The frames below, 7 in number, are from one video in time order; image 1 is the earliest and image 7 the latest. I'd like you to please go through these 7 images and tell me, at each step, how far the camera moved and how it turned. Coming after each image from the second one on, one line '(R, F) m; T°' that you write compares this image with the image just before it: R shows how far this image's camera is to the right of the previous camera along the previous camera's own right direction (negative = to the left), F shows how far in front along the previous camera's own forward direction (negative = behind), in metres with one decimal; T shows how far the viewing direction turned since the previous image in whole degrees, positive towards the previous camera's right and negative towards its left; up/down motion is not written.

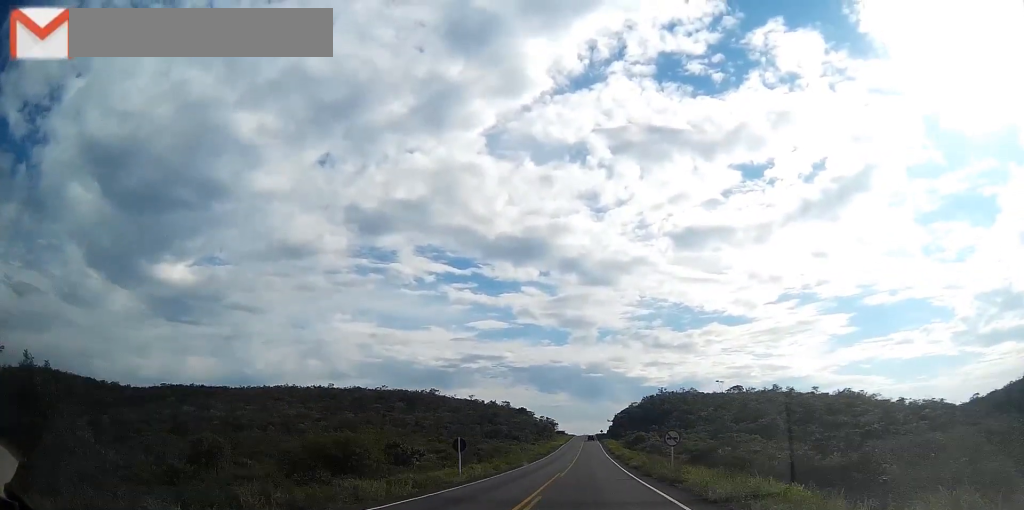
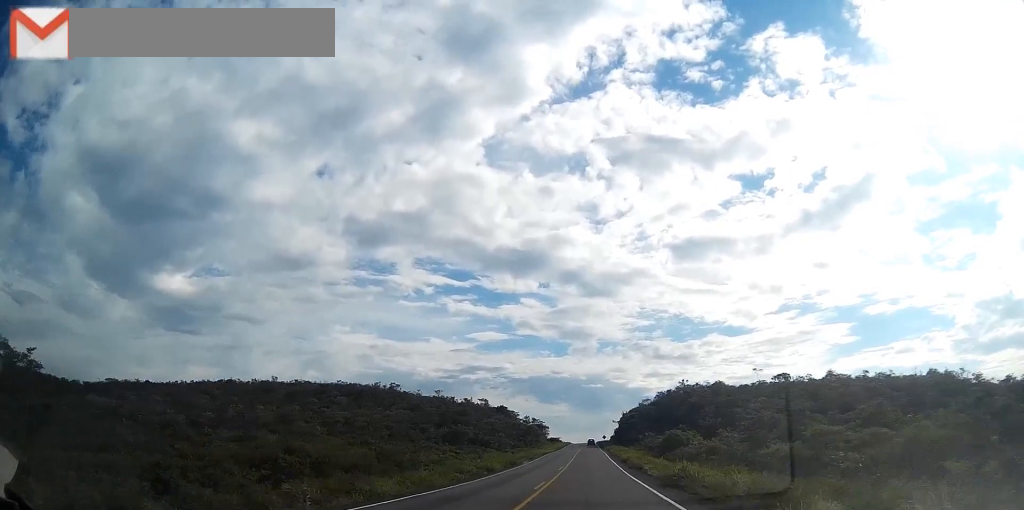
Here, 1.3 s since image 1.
(-0.5, +40.9) m; 0°
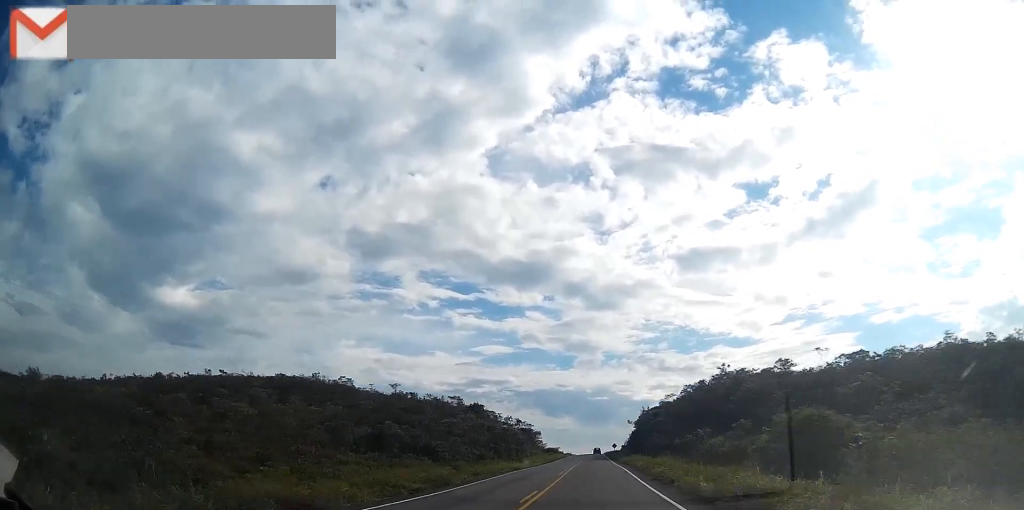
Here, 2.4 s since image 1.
(+0.2, +35.1) m; 0°
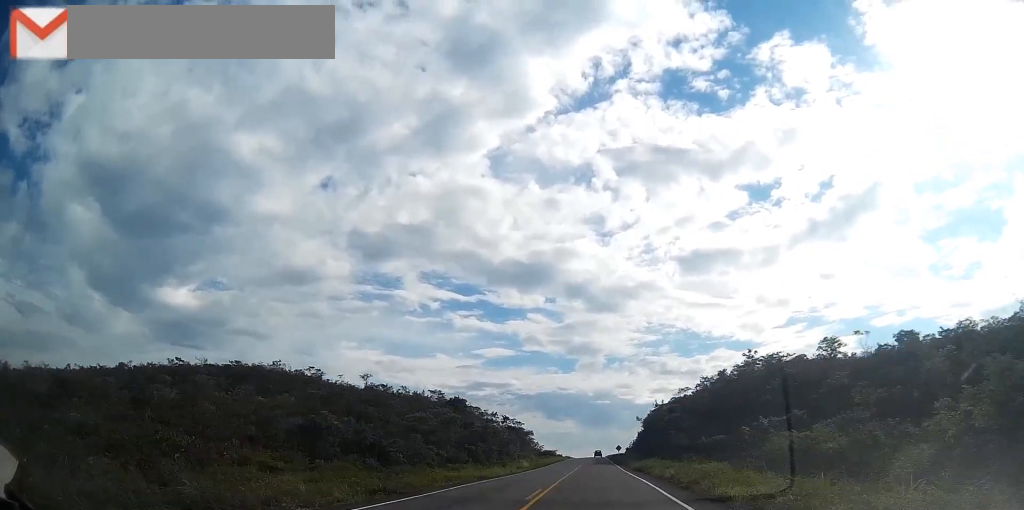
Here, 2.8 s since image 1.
(0.0, +14.4) m; 0°
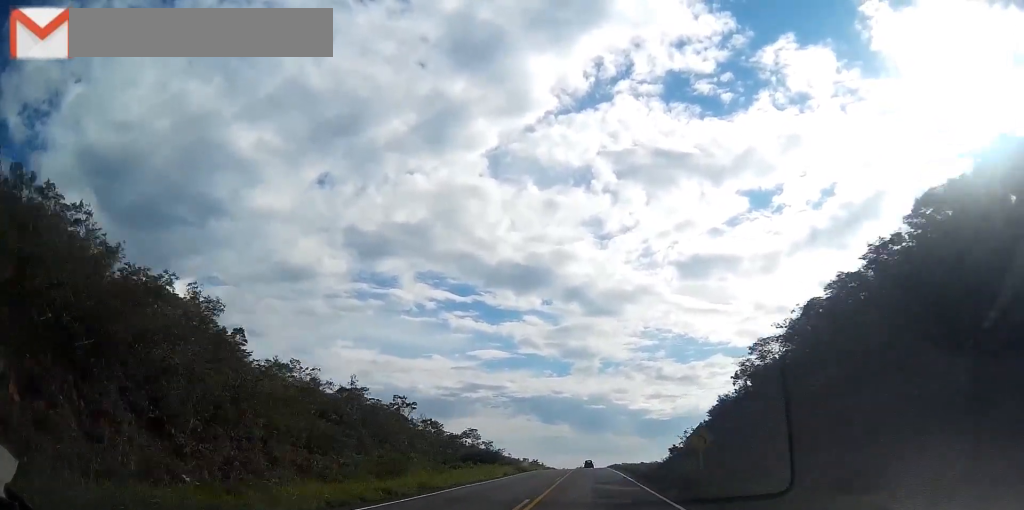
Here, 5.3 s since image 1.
(-0.6, +83.4) m; 0°
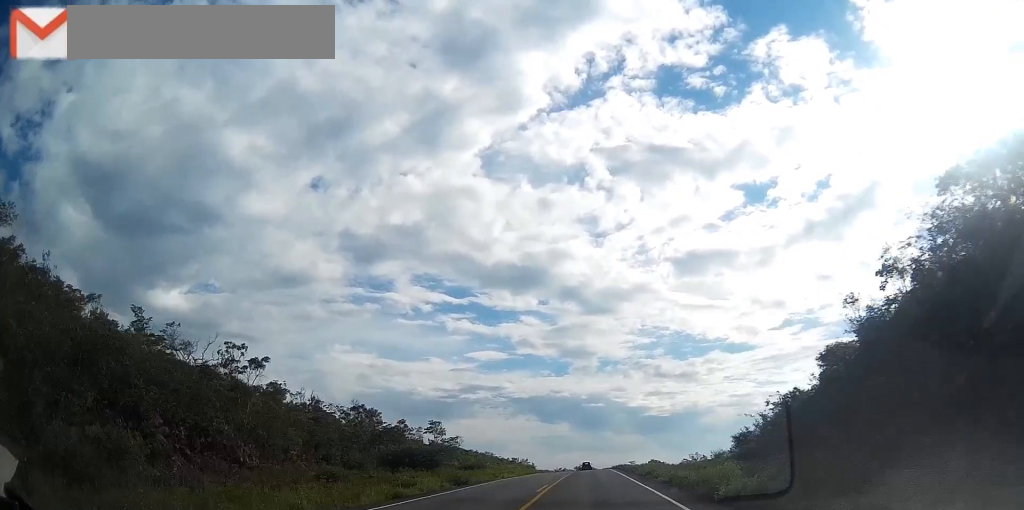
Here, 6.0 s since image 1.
(+0.2, +23.8) m; 0°
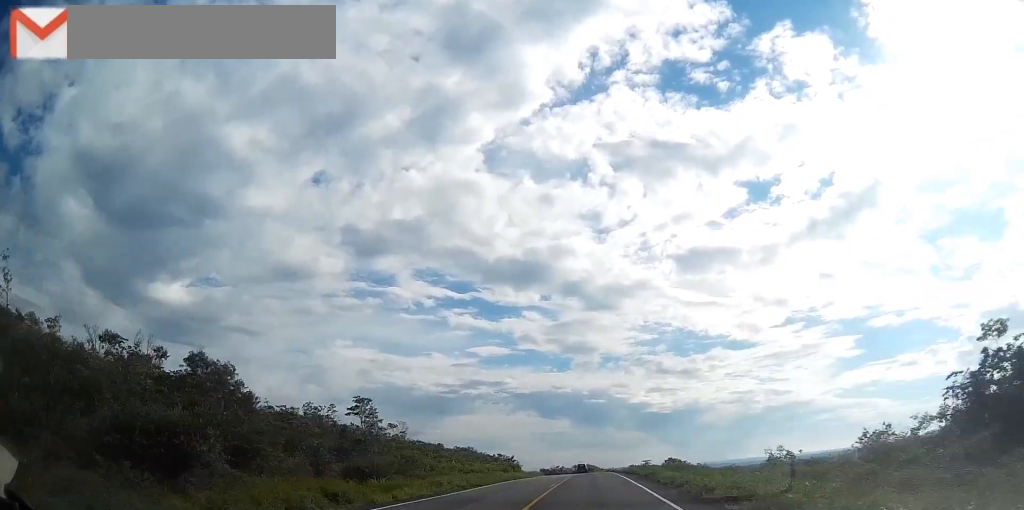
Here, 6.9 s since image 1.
(-0.2, +27.6) m; 0°
